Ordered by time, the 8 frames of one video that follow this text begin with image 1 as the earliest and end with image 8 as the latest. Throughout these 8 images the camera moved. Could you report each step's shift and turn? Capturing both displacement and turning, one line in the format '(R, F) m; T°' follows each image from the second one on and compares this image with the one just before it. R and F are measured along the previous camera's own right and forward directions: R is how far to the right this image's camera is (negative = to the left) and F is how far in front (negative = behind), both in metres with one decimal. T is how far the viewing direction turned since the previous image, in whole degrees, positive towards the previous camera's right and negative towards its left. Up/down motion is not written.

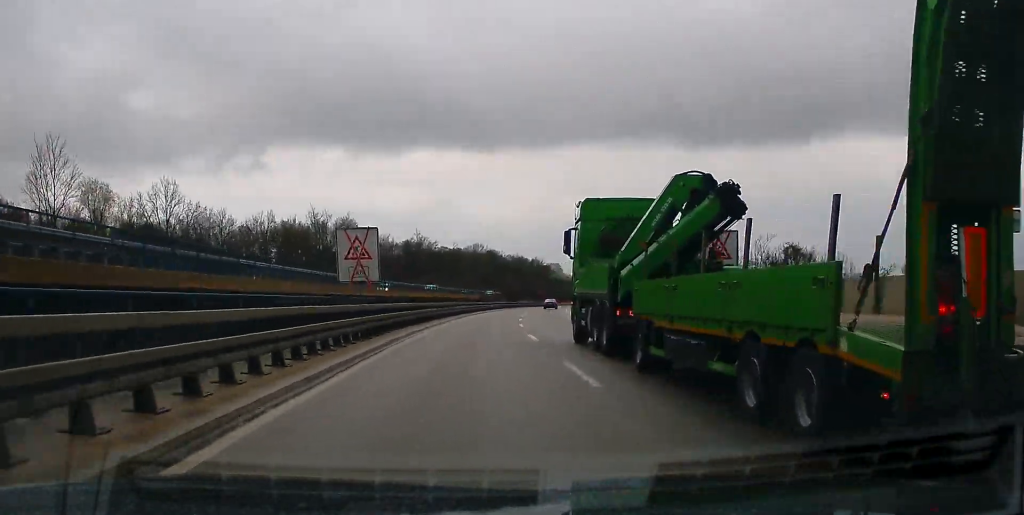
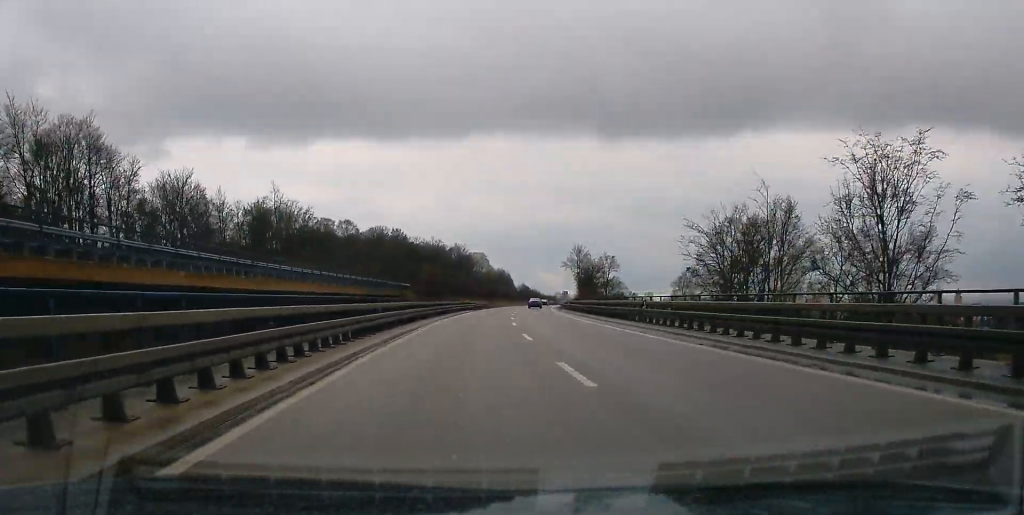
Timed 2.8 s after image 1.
(+3.9, +72.6) m; +6°
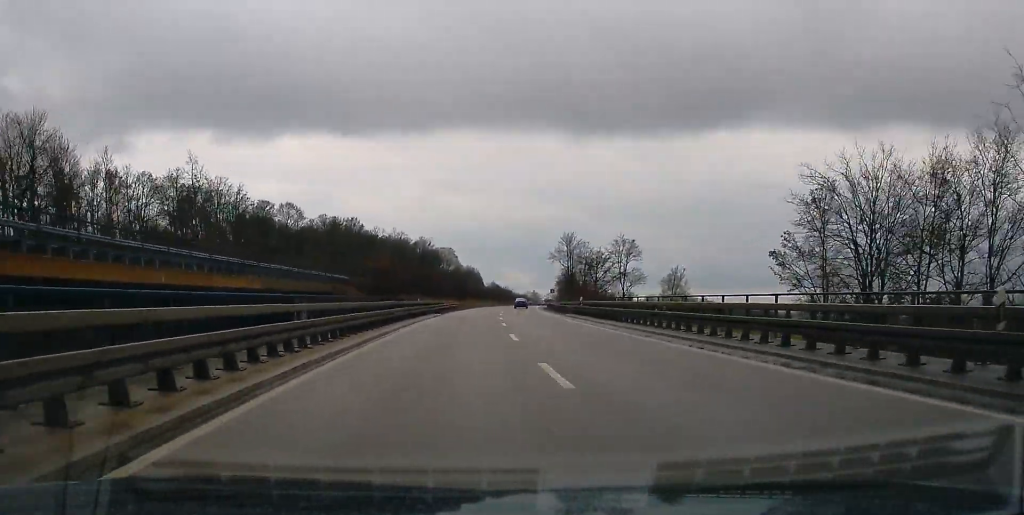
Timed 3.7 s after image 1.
(+0.4, +24.5) m; +2°
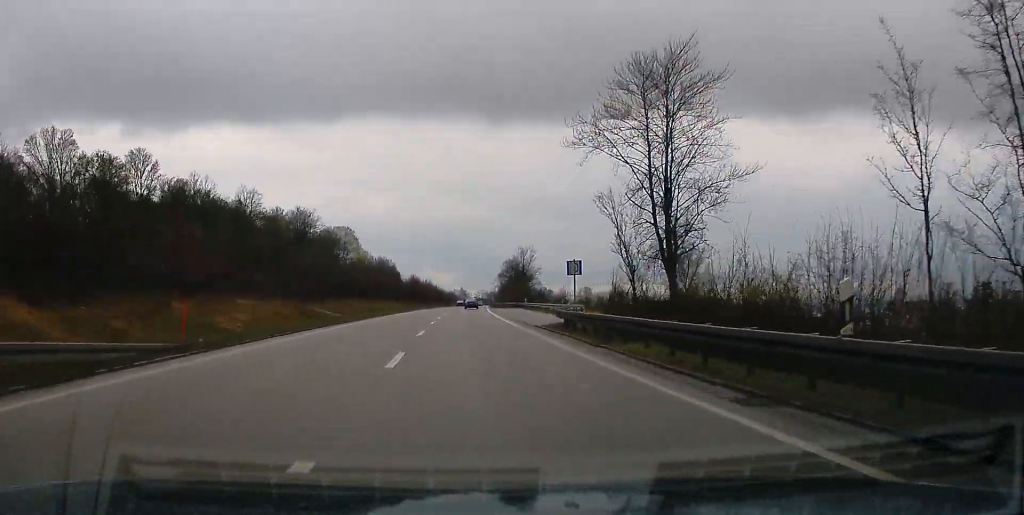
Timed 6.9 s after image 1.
(+4.4, +81.3) m; +4°
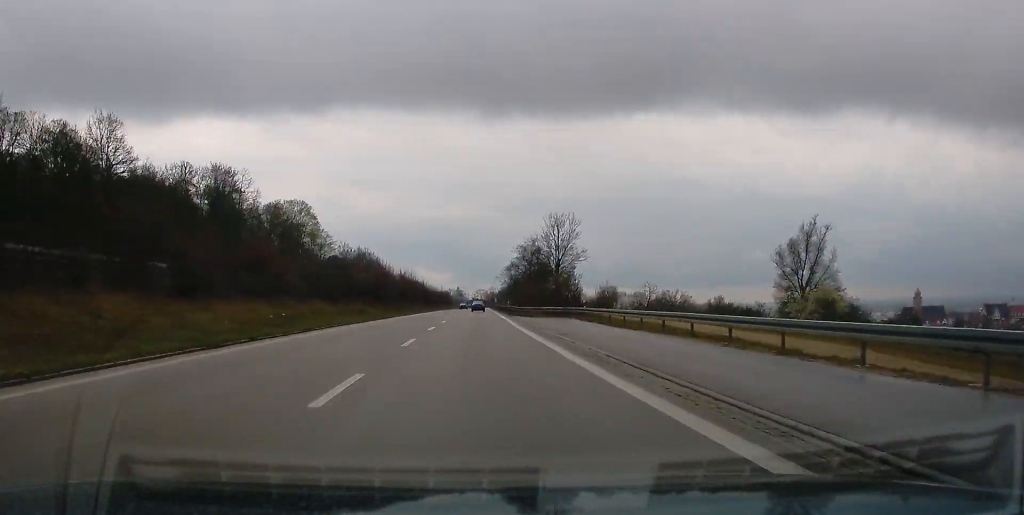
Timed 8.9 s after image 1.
(+0.6, +54.0) m; +1°
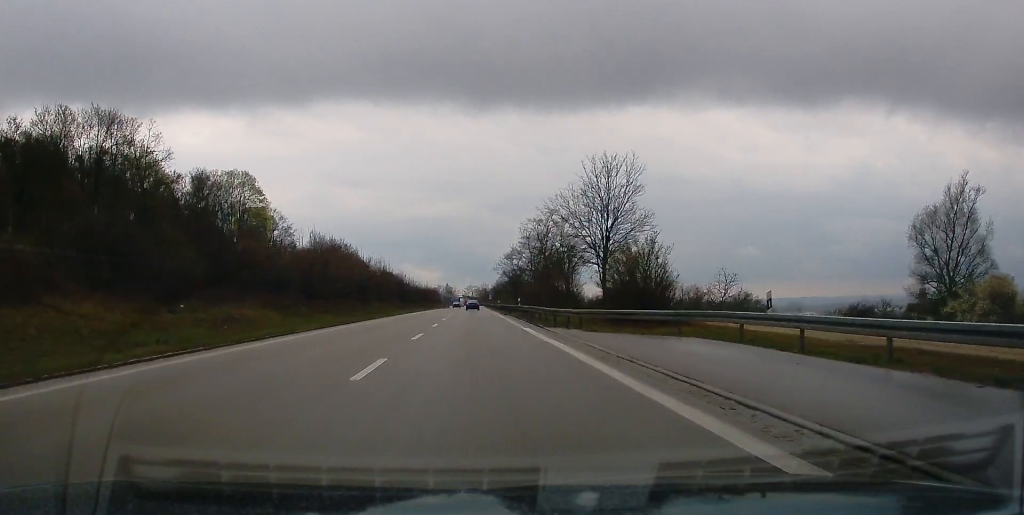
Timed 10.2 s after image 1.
(-0.1, +33.5) m; 0°
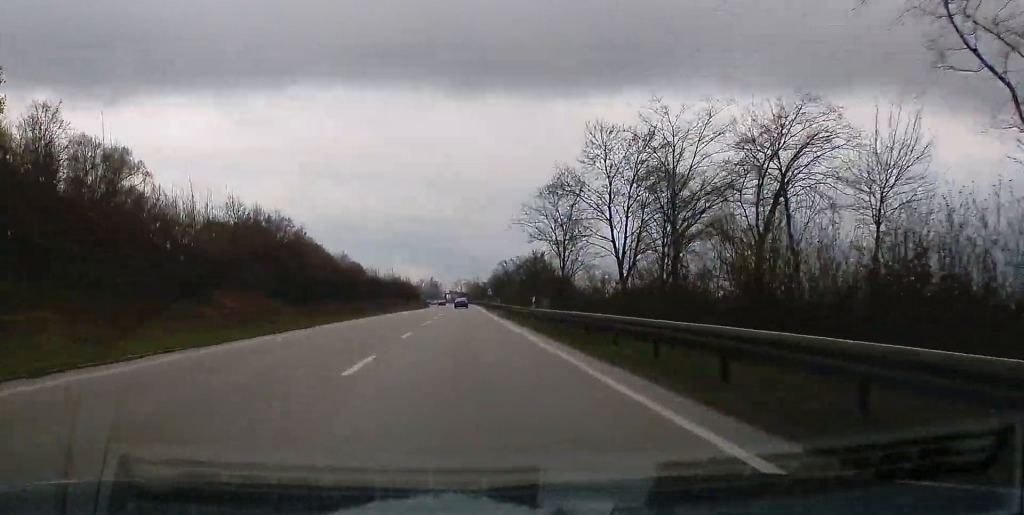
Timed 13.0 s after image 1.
(+0.6, +70.1) m; 0°
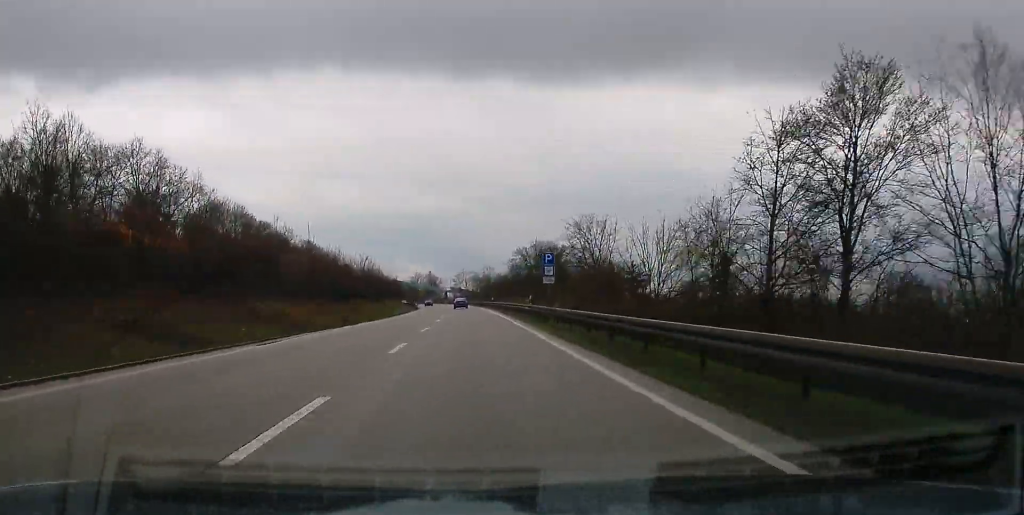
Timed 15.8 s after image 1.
(-0.2, +74.5) m; 0°
